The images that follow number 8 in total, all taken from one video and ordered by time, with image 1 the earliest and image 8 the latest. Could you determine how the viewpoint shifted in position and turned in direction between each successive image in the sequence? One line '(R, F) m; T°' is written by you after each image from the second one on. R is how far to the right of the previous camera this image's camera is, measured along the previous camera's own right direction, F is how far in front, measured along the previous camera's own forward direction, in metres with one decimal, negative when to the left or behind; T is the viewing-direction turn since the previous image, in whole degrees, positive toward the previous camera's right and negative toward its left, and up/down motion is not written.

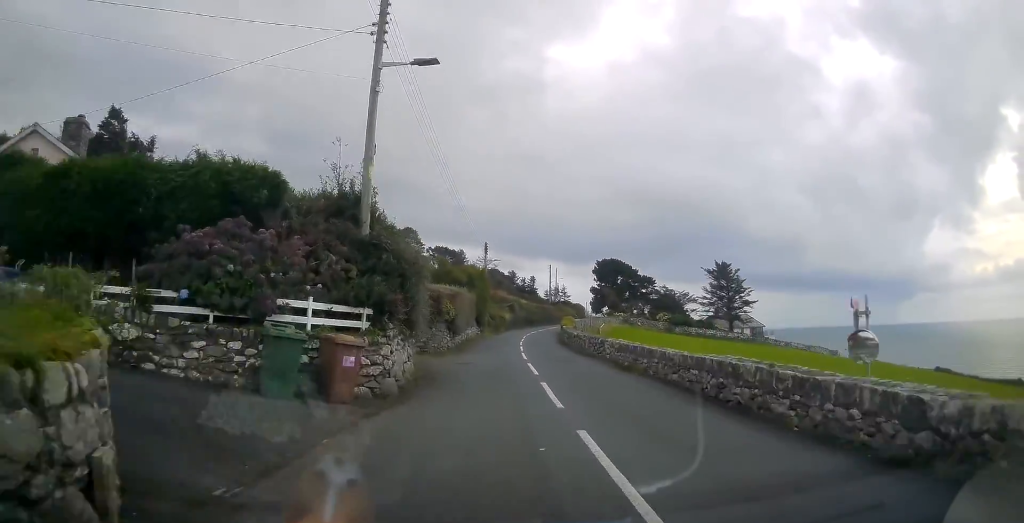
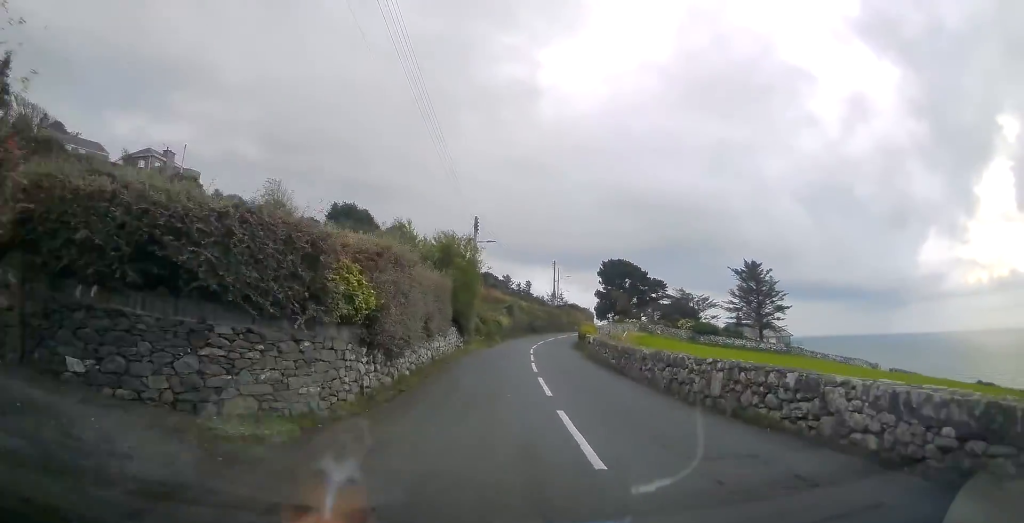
(0.0, +15.9) m; 0°
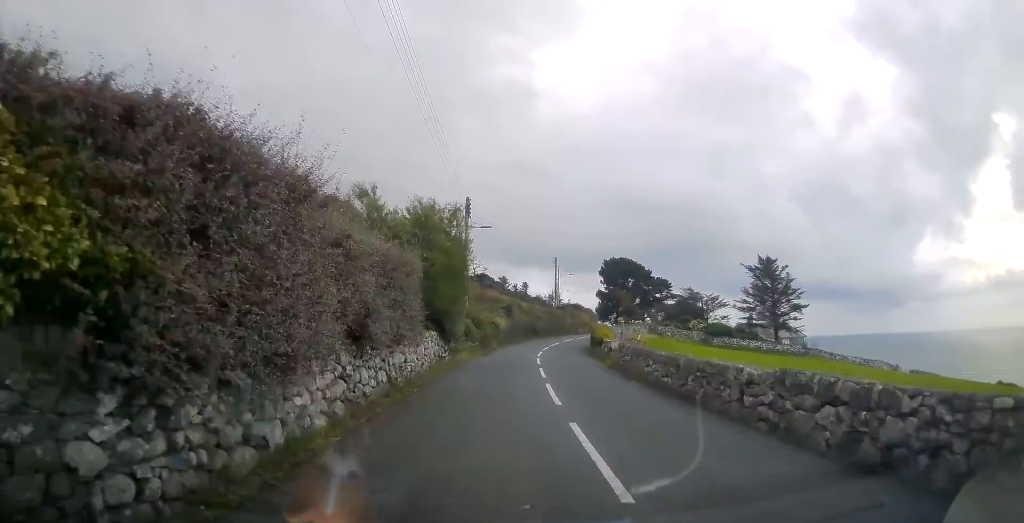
(0.0, +6.9) m; 0°
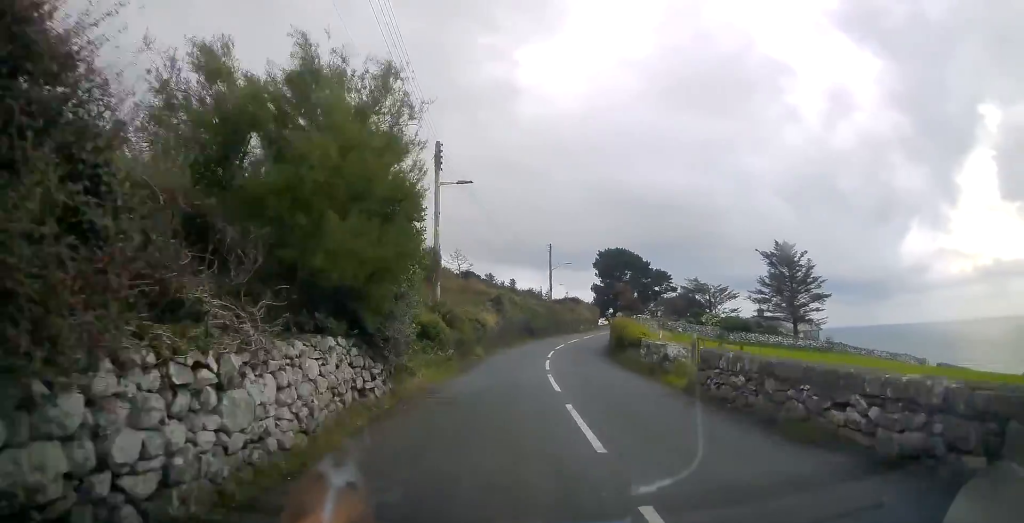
(0.0, +10.0) m; +1°
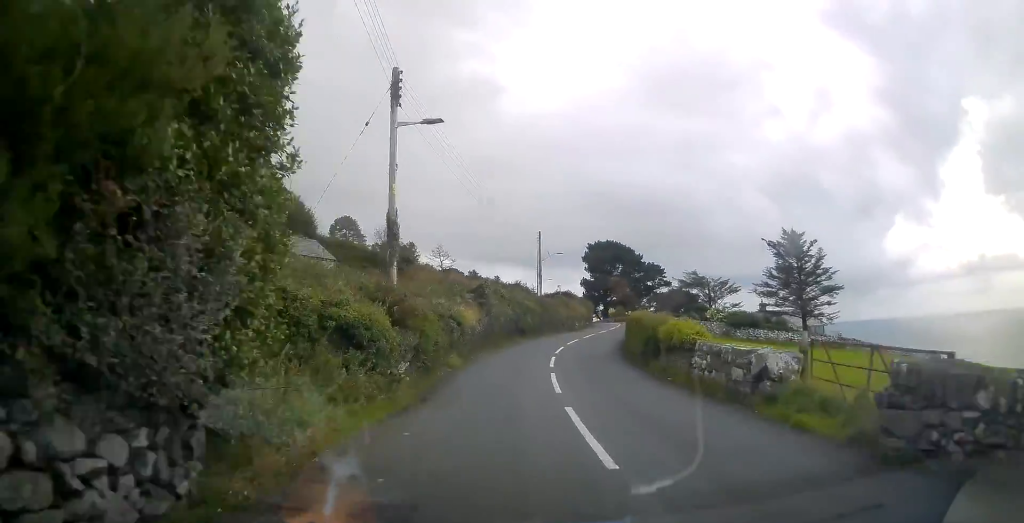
(0.0, +6.8) m; +1°
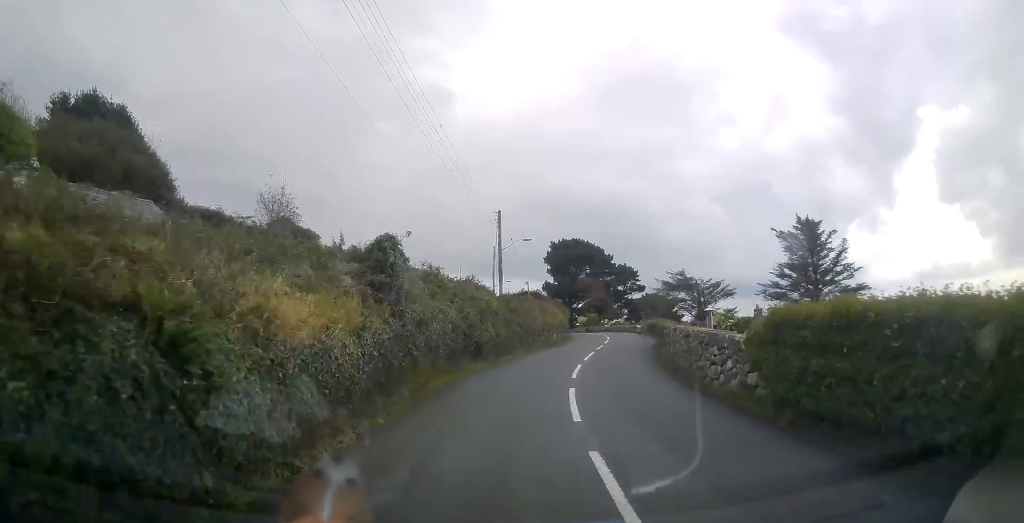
(+0.3, +15.2) m; +3°
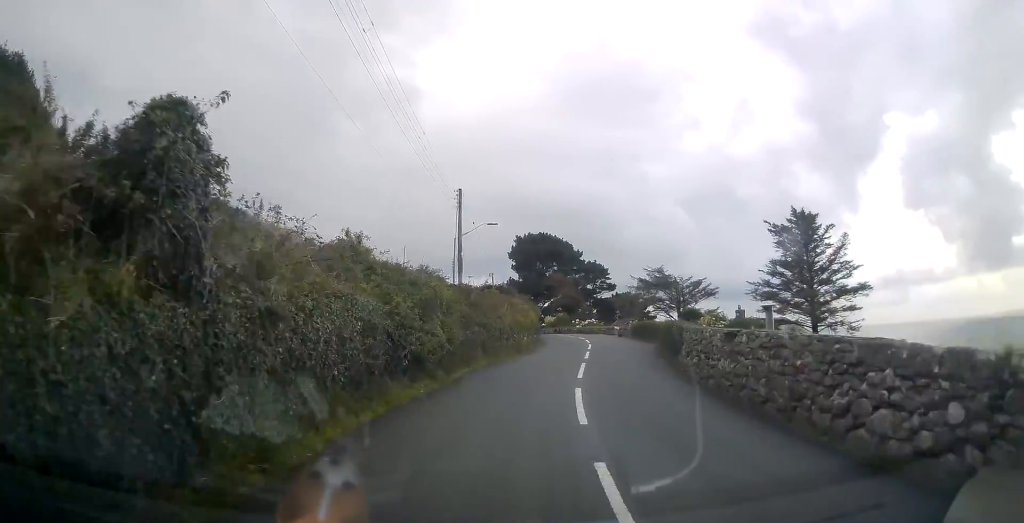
(+0.1, +6.8) m; +2°
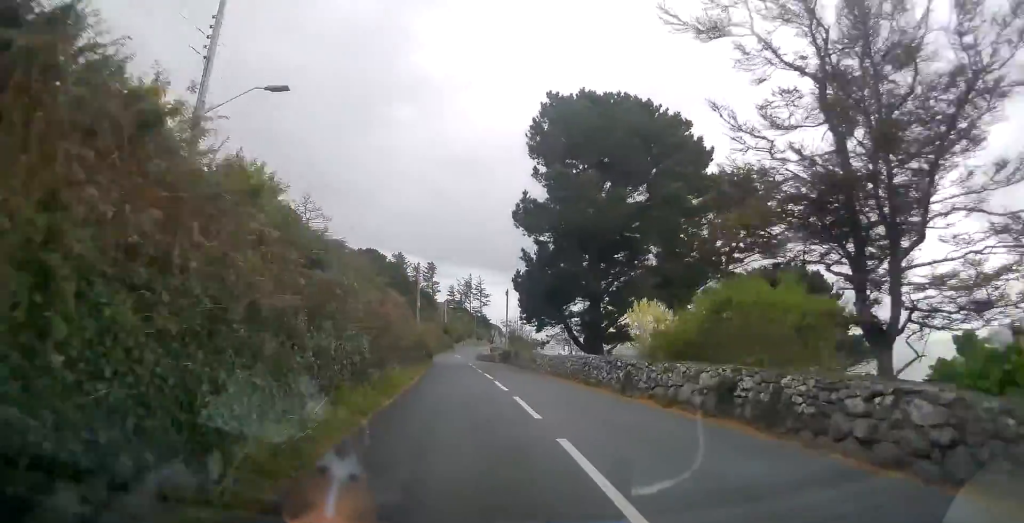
(+7.1, +59.1) m; +2°
